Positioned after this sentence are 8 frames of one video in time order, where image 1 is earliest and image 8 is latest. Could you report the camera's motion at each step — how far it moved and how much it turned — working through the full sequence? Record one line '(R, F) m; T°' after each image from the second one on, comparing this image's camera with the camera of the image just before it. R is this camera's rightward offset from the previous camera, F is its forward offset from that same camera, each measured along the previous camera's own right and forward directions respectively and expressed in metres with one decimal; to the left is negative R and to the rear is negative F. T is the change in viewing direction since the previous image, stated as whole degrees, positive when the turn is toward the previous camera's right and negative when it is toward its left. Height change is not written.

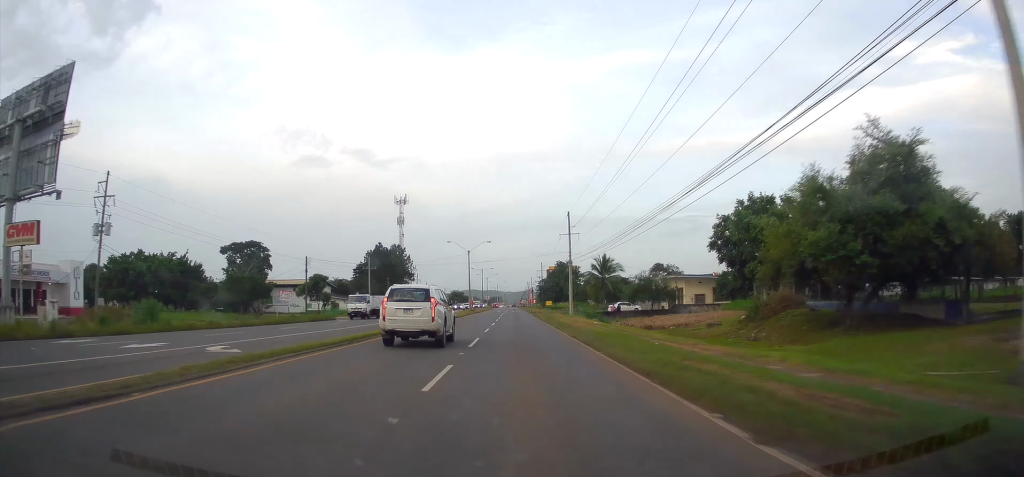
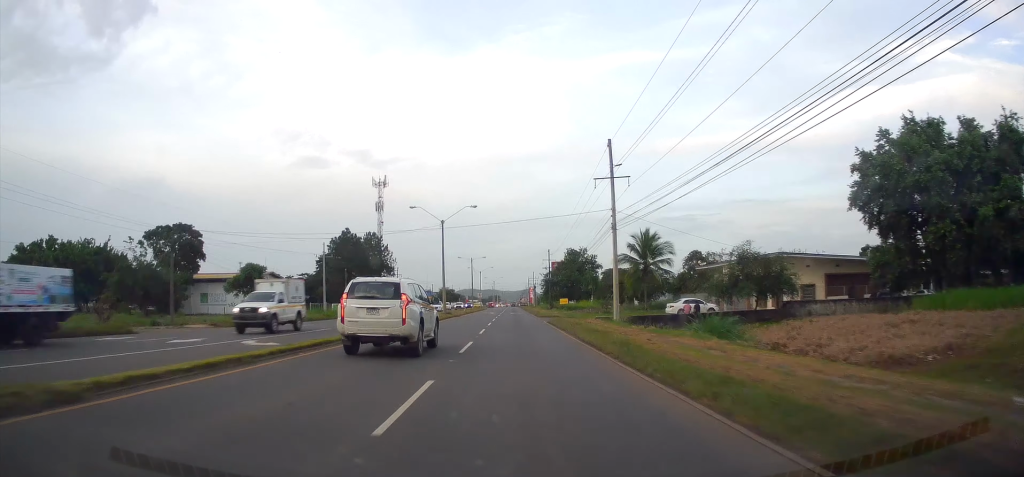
(+0.2, +30.7) m; 0°
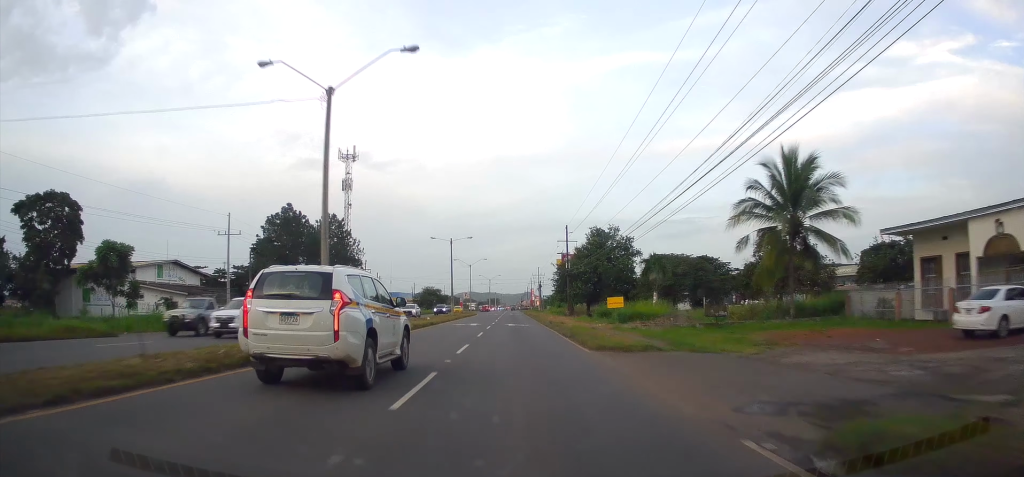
(-0.3, +34.6) m; 0°
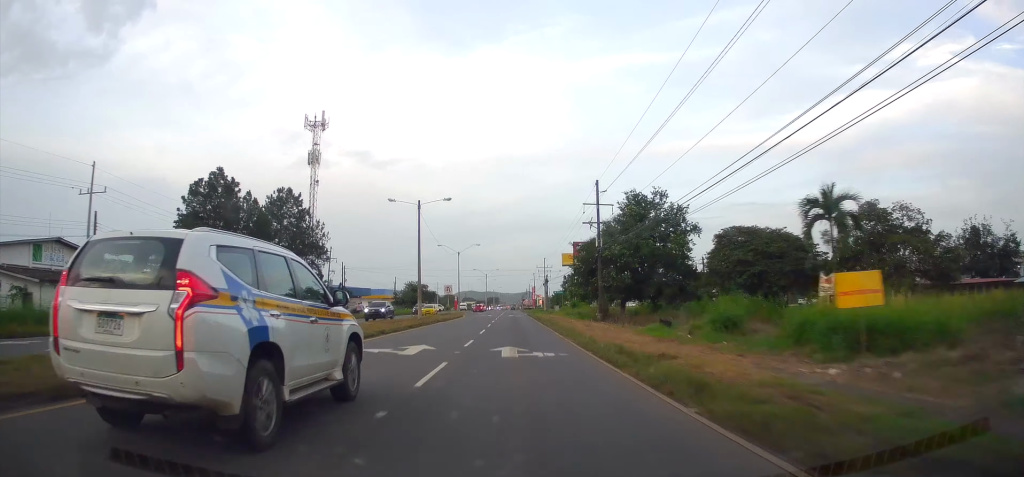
(-0.2, +25.0) m; 0°
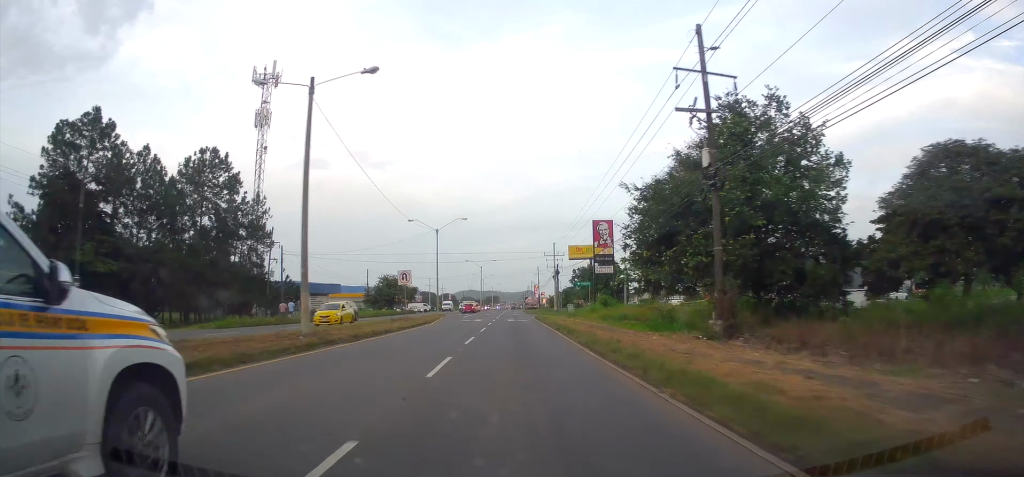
(+0.1, +25.0) m; 0°
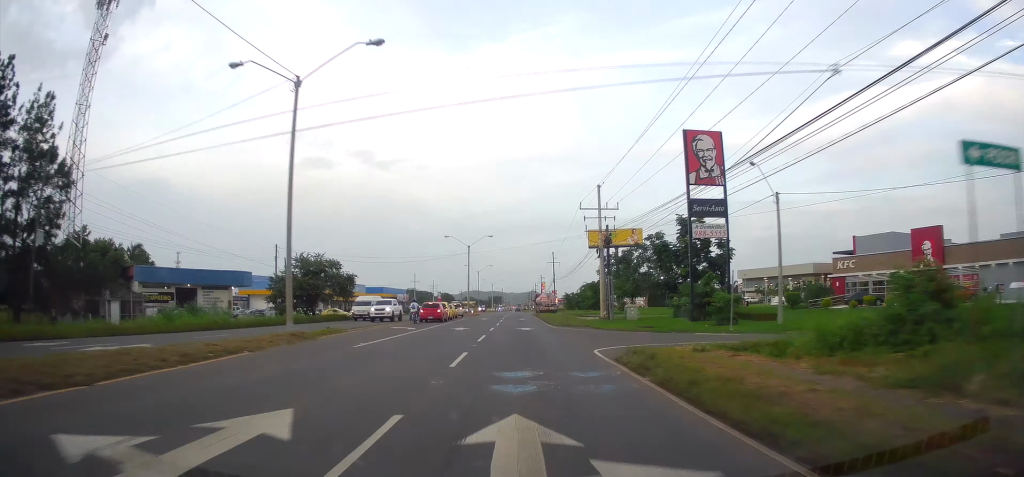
(+0.2, +42.3) m; 0°
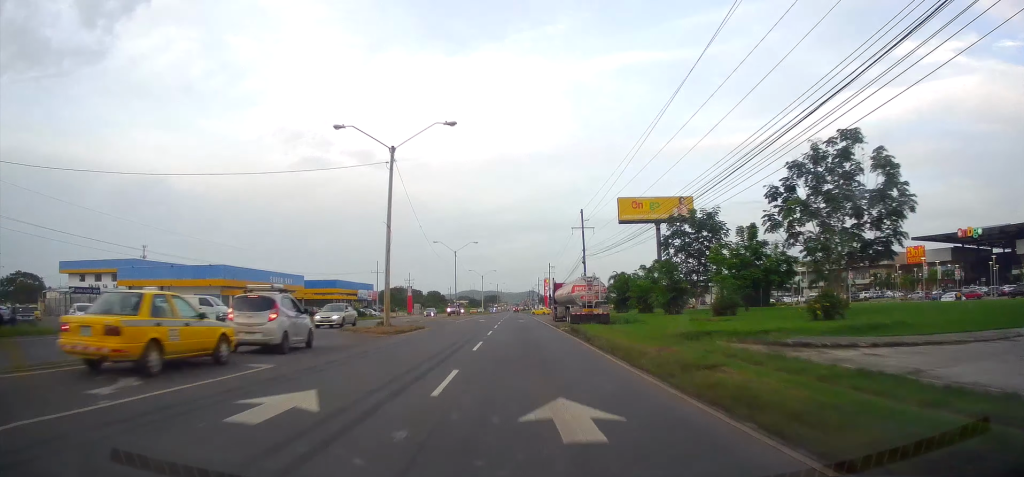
(0.0, +47.7) m; -1°
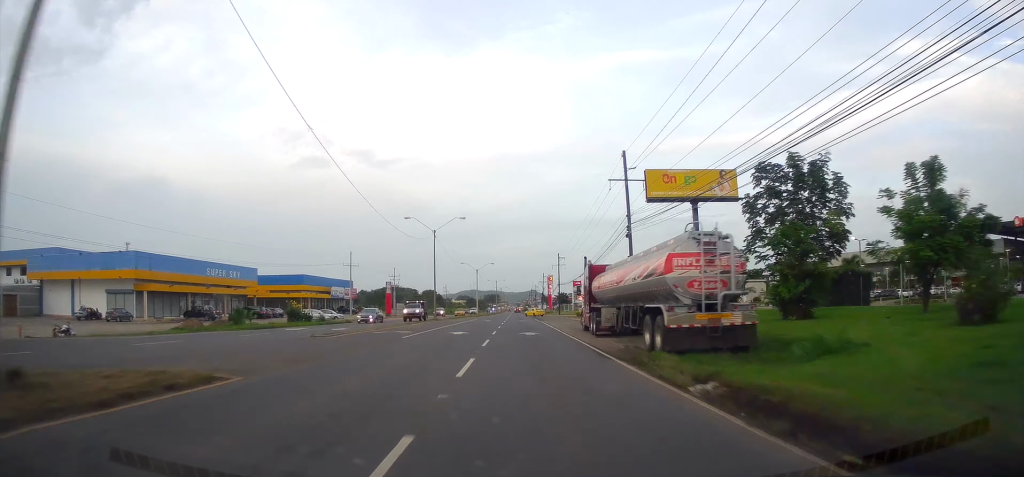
(0.0, +22.7) m; 0°
